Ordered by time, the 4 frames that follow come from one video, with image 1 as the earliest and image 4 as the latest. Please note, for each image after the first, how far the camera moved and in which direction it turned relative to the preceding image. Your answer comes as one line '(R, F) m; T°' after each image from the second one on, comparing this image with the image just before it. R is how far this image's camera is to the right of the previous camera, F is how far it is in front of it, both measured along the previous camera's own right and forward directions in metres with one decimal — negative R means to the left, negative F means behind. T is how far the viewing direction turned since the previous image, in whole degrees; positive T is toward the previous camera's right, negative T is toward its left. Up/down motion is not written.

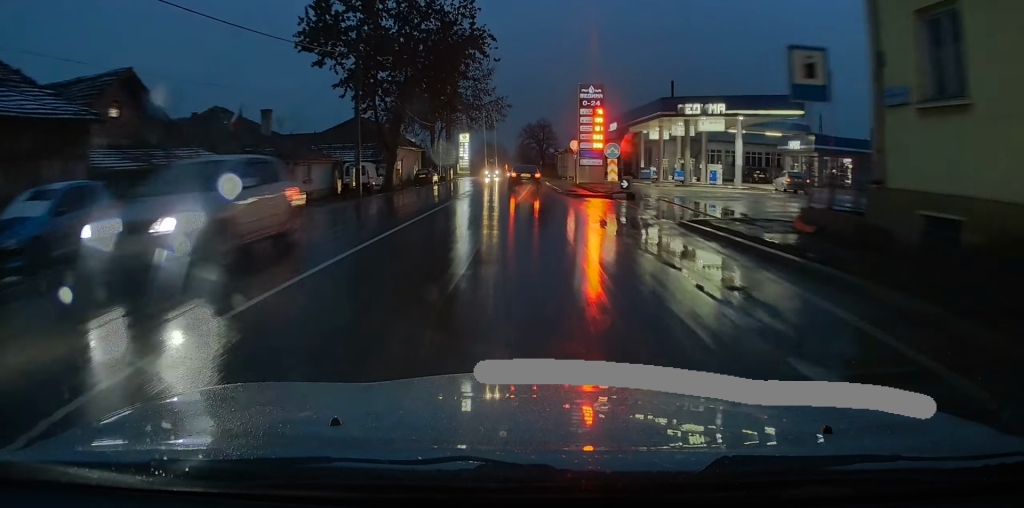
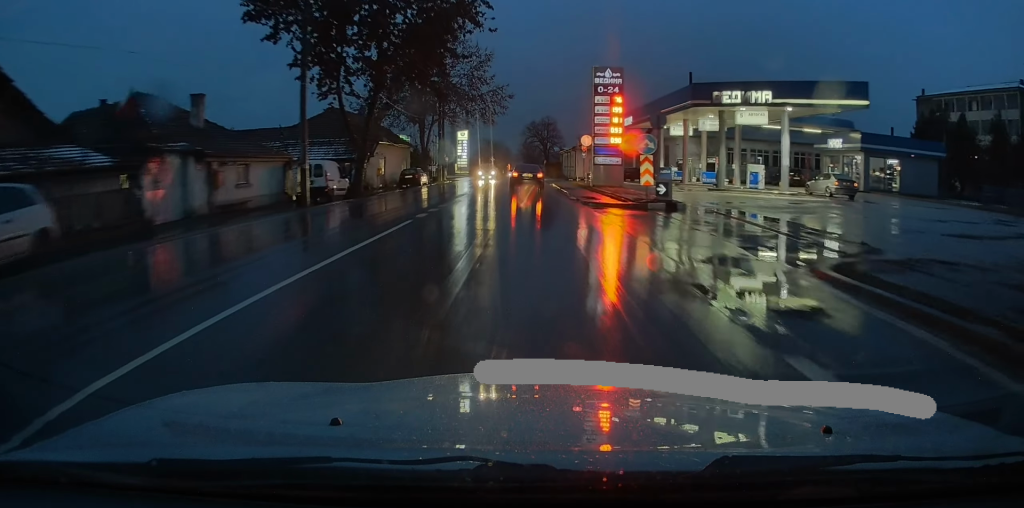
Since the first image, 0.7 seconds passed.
(-0.1, +7.9) m; 0°
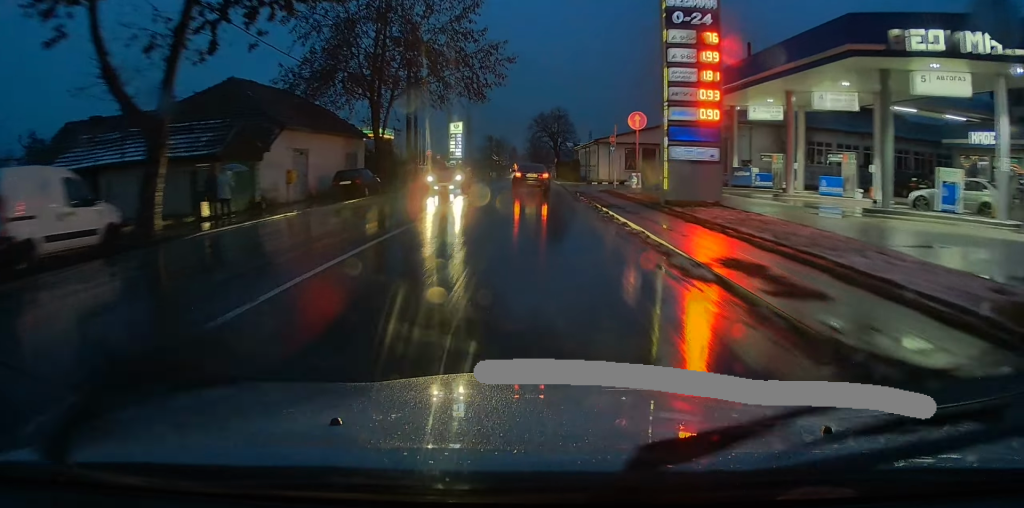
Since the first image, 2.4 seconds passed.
(0.0, +18.4) m; -1°
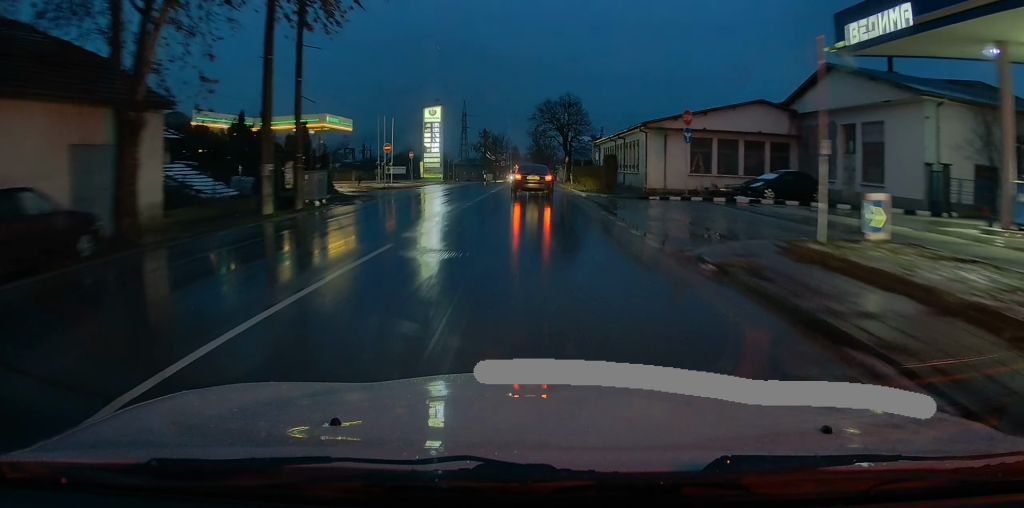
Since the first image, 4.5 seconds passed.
(-0.1, +22.9) m; 0°
